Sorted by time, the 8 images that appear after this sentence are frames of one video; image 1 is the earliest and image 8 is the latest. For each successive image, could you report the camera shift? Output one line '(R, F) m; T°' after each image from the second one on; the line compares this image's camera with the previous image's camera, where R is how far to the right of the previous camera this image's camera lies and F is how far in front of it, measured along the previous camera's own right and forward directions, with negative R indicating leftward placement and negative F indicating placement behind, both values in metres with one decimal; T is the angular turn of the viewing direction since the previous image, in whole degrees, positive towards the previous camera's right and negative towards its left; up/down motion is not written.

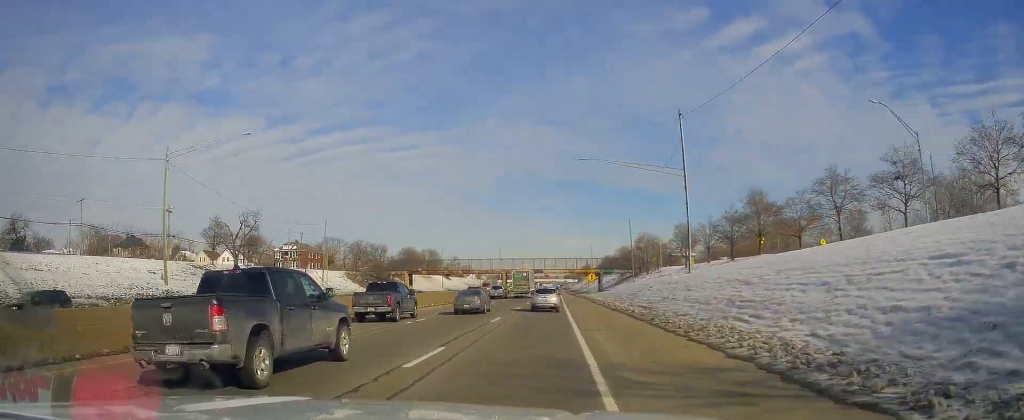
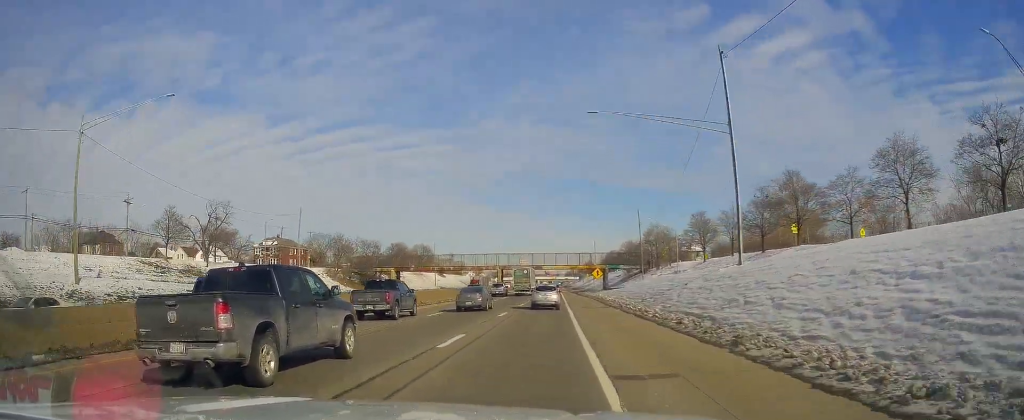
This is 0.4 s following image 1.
(+0.2, +12.4) m; 0°
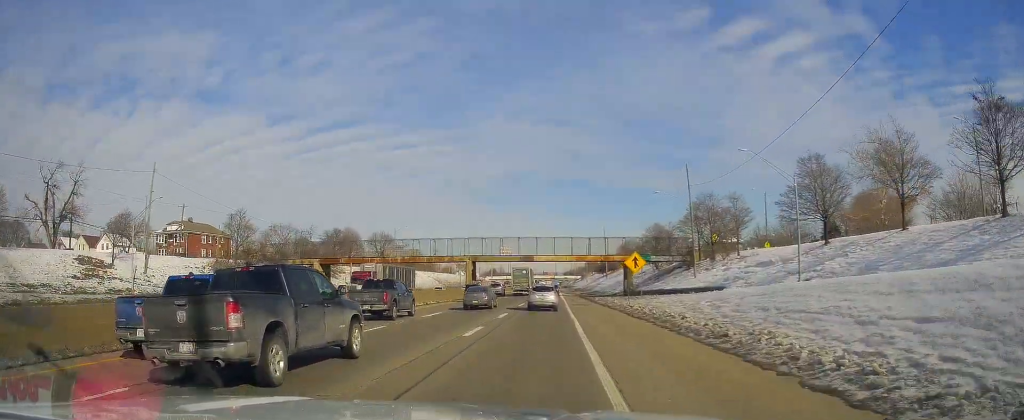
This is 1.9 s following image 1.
(-0.6, +42.7) m; 0°
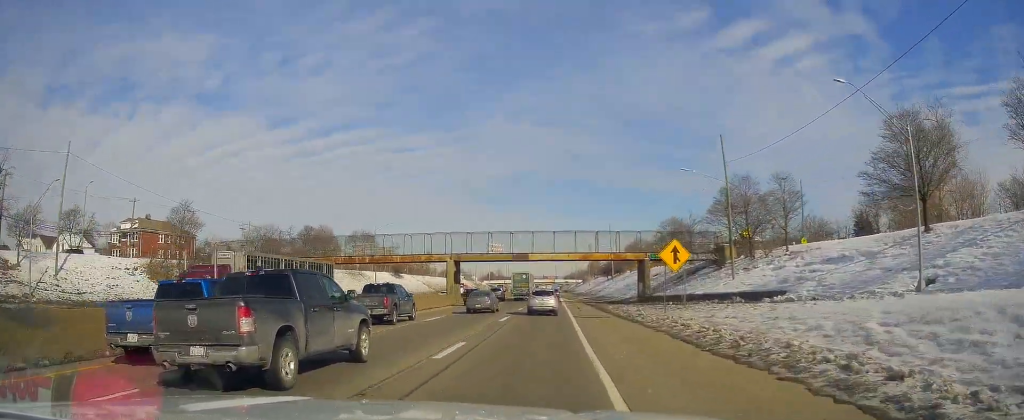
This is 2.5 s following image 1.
(-0.1, +15.0) m; 0°
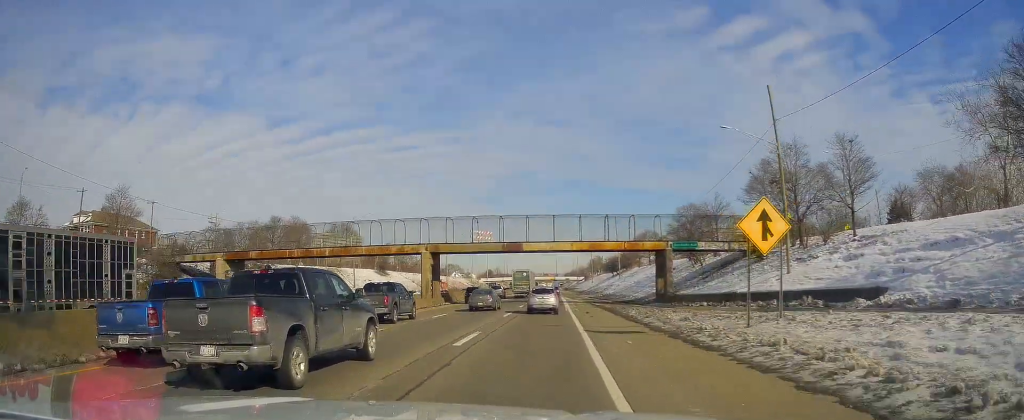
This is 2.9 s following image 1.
(+0.2, +13.1) m; +1°
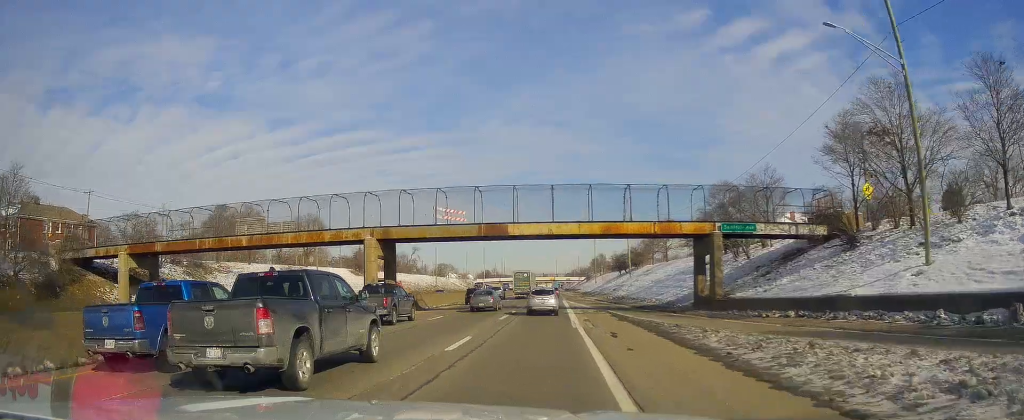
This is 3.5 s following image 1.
(+0.1, +16.8) m; 0°
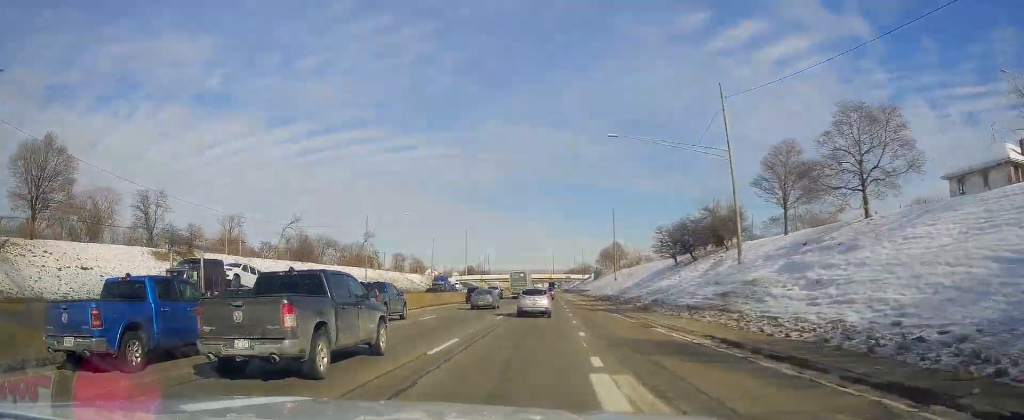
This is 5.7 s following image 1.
(-1.0, +61.6) m; -1°
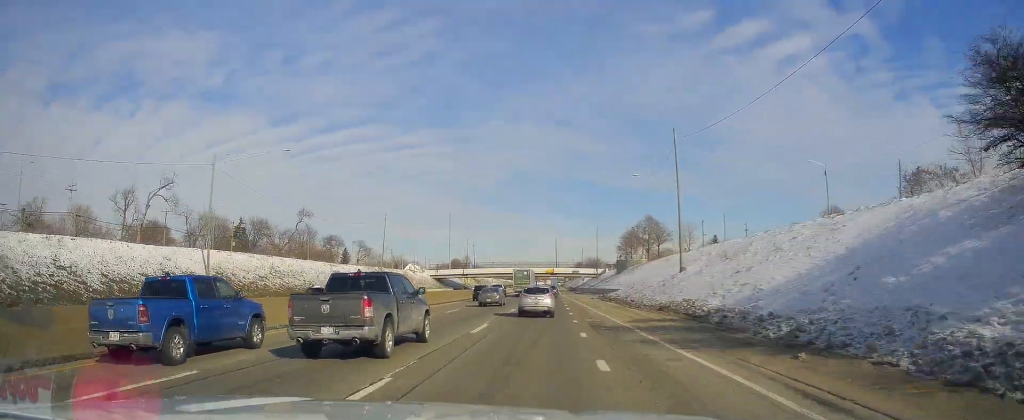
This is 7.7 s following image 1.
(+0.9, +54.8) m; +1°
